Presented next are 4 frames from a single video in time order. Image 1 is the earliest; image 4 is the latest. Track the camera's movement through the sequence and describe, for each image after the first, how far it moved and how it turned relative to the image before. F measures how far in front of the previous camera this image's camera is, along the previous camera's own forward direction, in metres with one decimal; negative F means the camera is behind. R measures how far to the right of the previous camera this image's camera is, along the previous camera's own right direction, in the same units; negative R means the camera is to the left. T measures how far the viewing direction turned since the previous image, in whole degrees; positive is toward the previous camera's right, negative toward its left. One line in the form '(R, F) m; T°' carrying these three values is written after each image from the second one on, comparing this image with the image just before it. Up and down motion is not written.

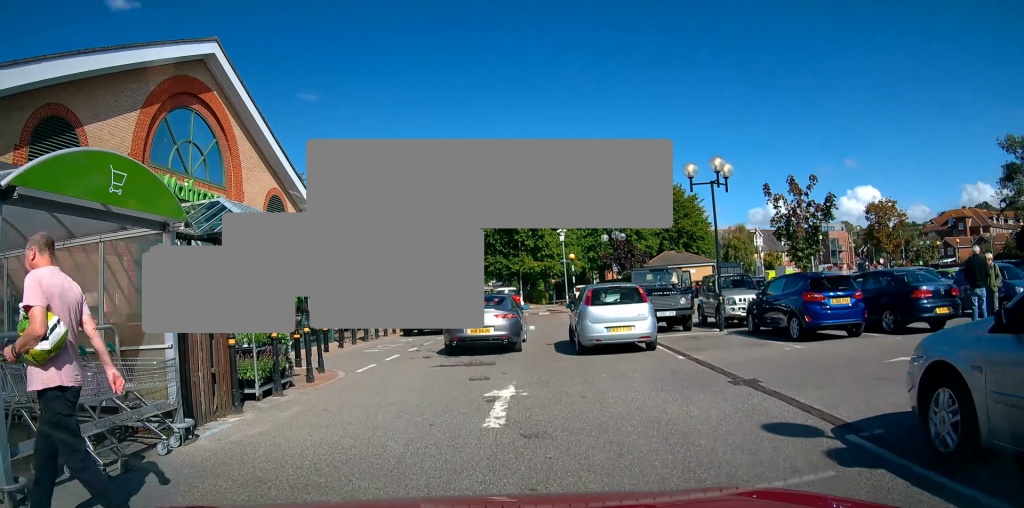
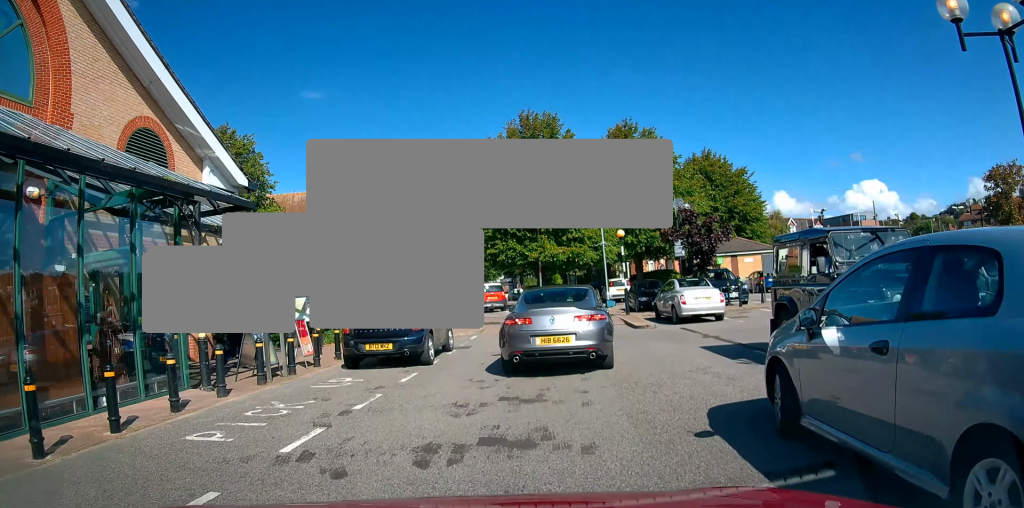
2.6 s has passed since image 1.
(-0.9, +7.3) m; -5°
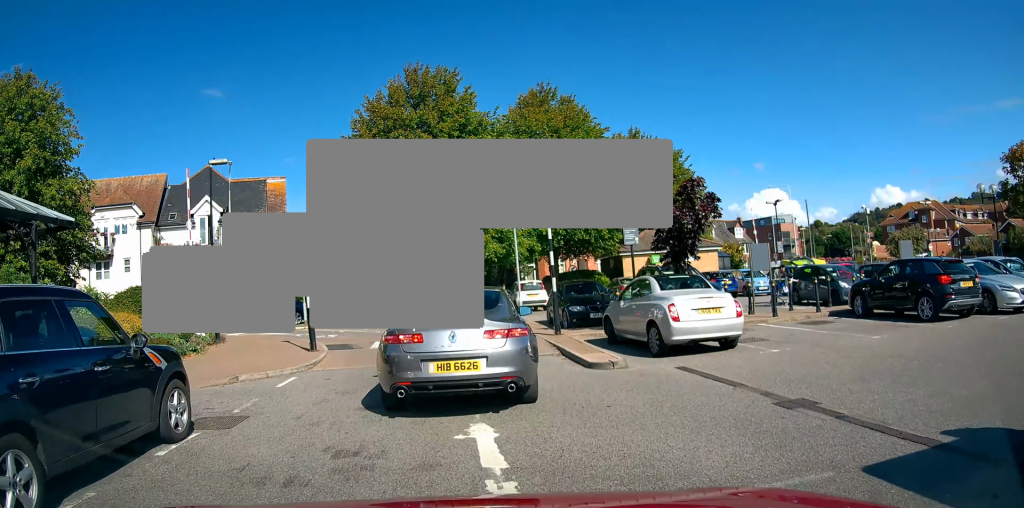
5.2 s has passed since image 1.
(+0.6, +7.3) m; +9°
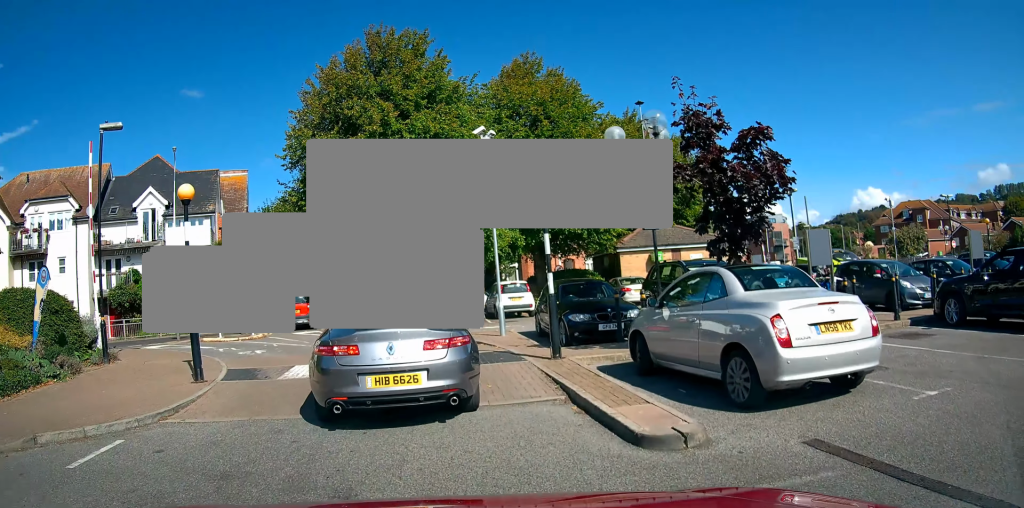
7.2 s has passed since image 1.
(+0.1, +4.9) m; +2°
